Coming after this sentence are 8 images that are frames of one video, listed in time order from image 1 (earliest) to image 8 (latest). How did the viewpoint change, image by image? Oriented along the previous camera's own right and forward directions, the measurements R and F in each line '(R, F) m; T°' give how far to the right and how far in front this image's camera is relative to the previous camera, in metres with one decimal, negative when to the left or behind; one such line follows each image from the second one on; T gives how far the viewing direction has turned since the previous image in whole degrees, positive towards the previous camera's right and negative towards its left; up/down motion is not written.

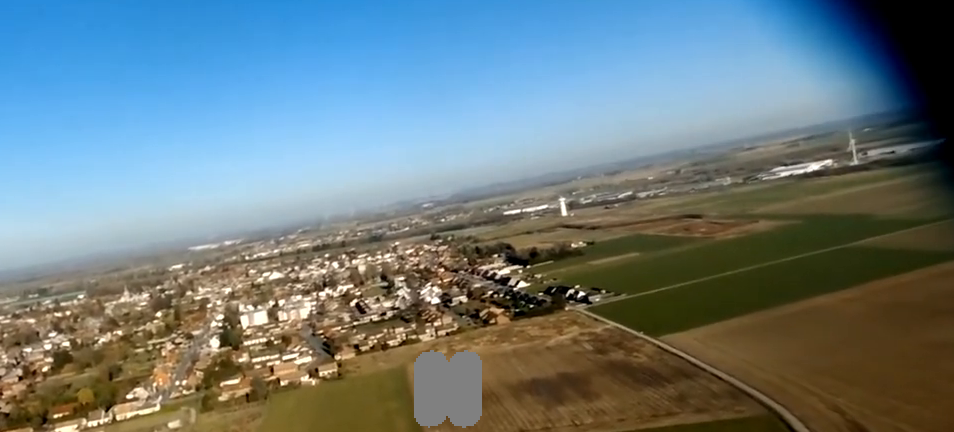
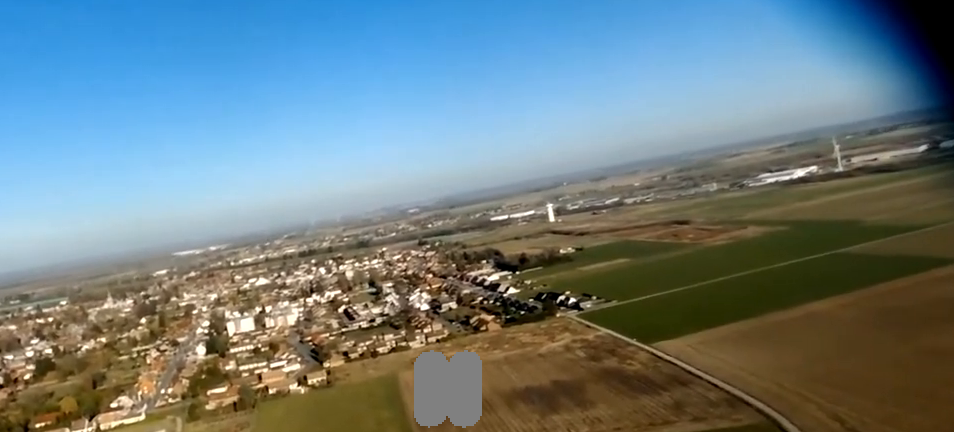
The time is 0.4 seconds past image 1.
(0.0, +7.2) m; +5°
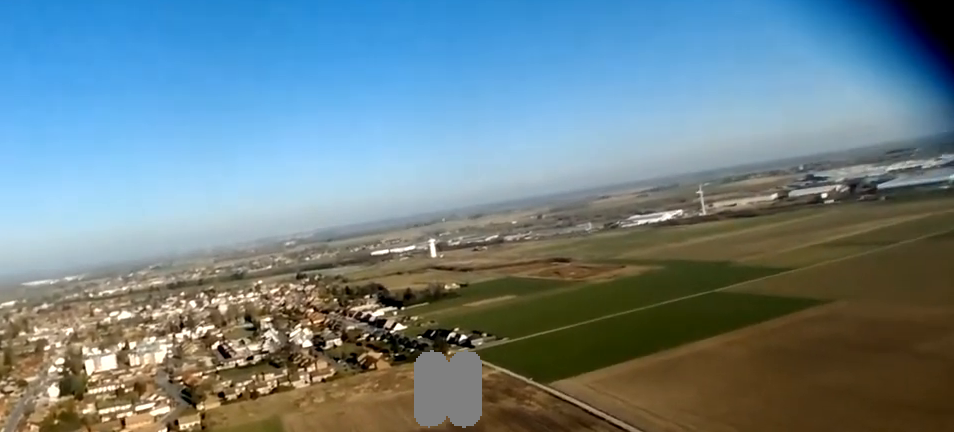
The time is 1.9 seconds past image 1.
(+3.4, +23.2) m; +13°
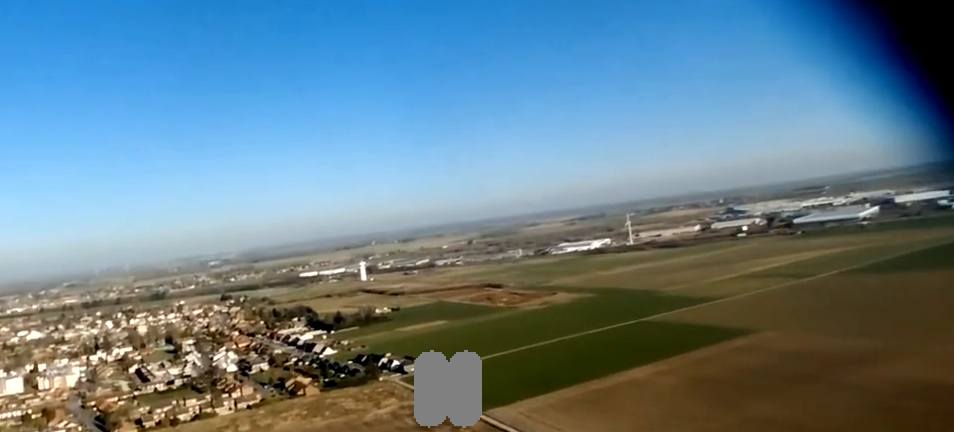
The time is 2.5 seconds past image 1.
(+0.5, +9.4) m; +3°
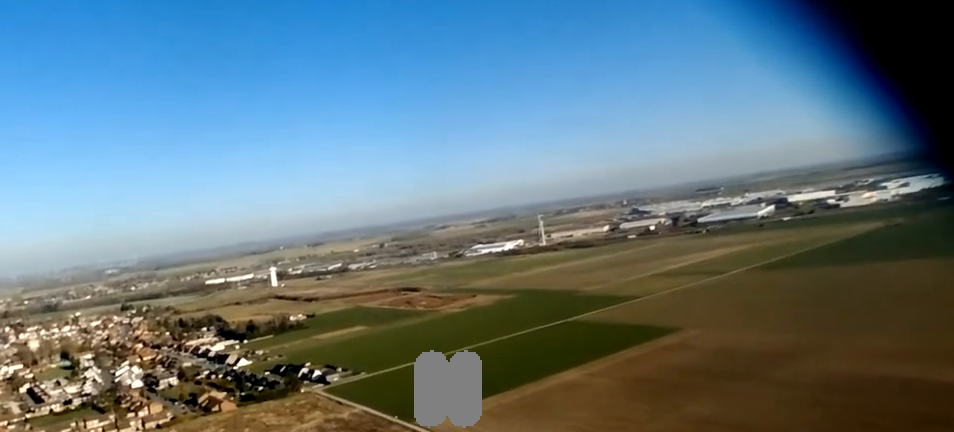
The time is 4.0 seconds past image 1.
(+1.1, +21.9) m; +6°
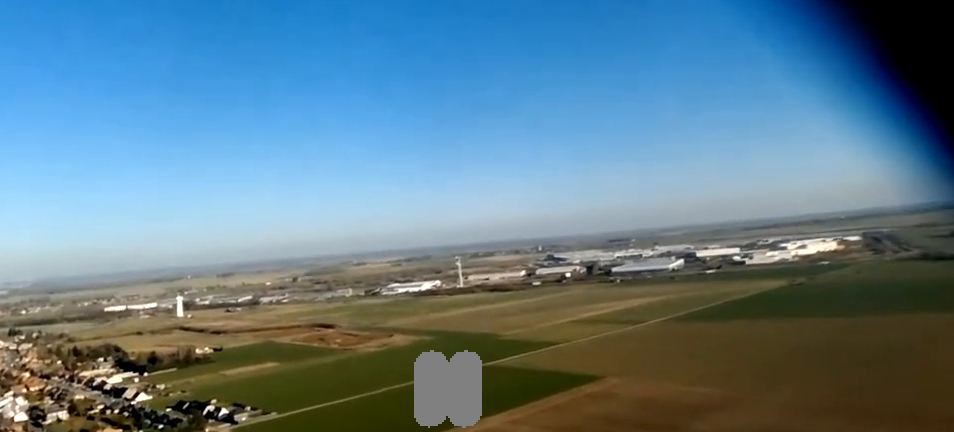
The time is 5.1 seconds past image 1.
(+0.6, +16.4) m; +3°
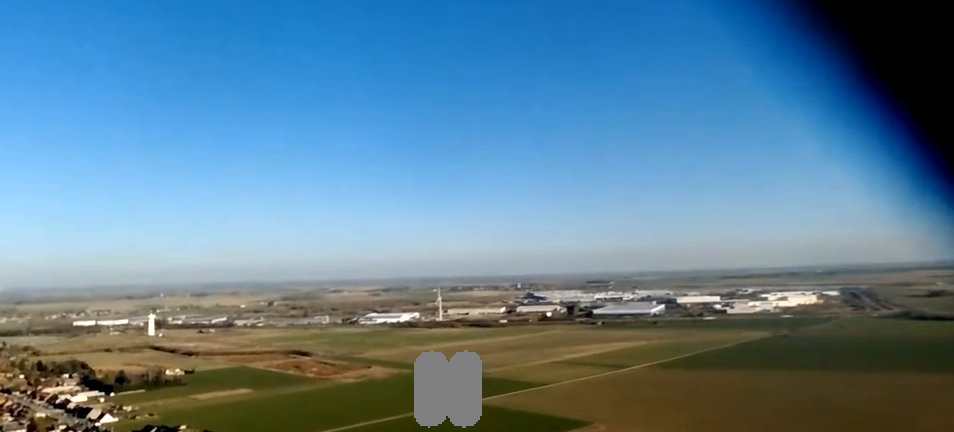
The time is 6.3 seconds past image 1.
(+0.5, +17.8) m; +4°
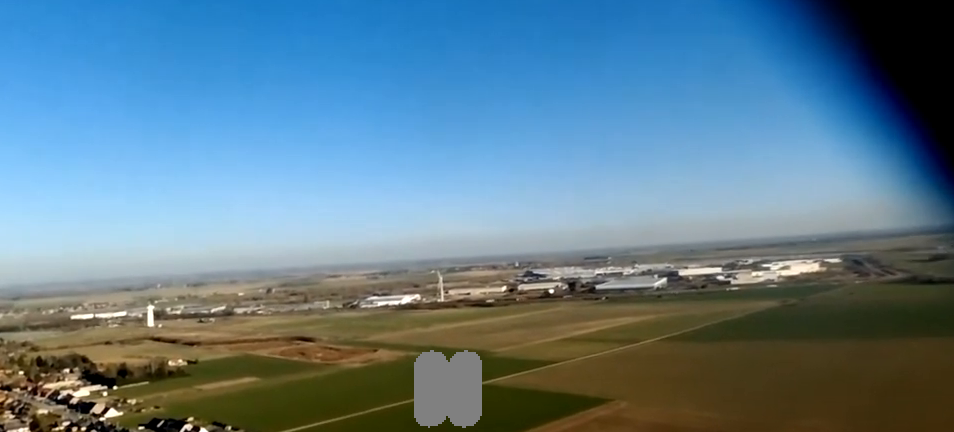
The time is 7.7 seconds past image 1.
(+0.6, +23.4) m; +1°
